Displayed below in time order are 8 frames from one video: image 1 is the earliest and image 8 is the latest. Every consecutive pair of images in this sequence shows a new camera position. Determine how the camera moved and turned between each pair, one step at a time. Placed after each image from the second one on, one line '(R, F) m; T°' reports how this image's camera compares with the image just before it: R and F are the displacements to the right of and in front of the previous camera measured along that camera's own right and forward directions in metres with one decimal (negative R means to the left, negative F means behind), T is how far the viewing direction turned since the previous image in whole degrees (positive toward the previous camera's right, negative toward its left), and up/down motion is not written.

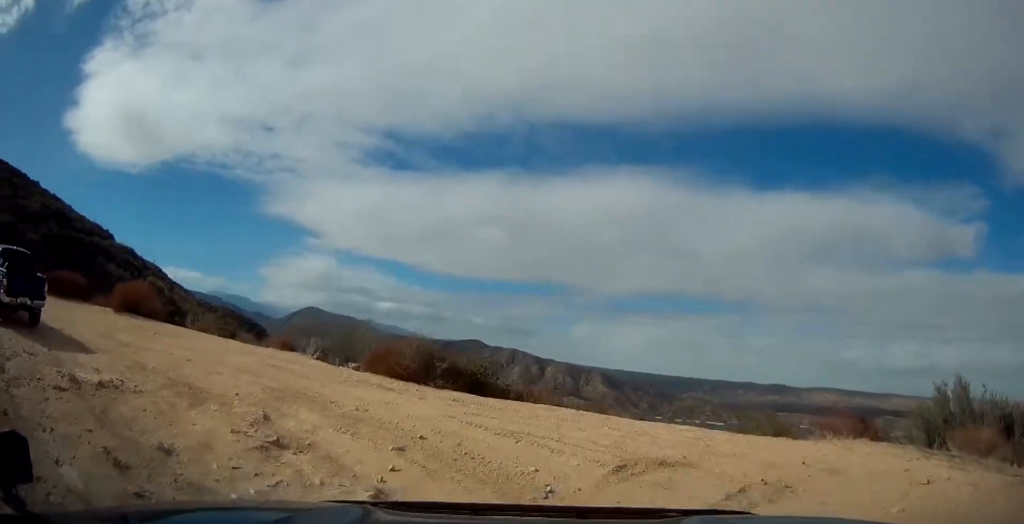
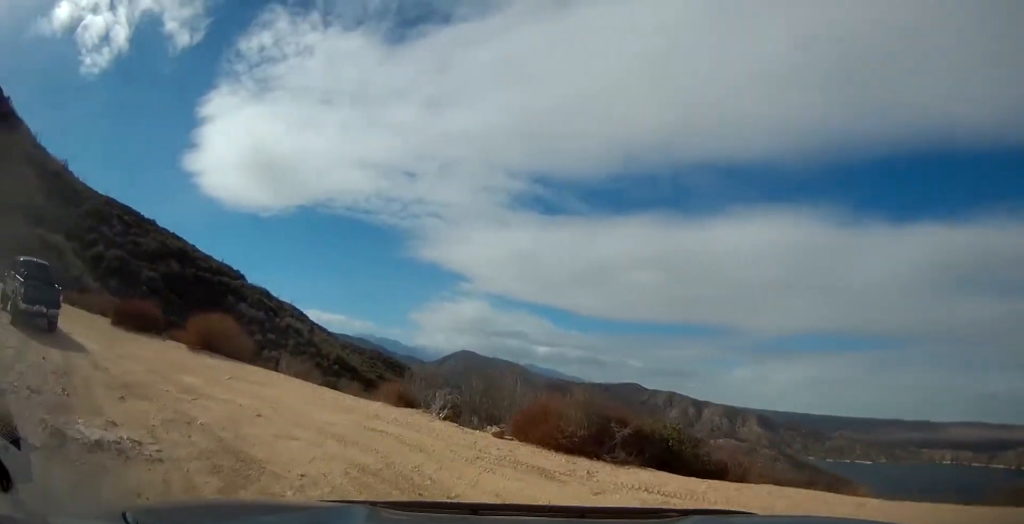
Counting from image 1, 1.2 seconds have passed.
(-0.1, +3.3) m; -15°
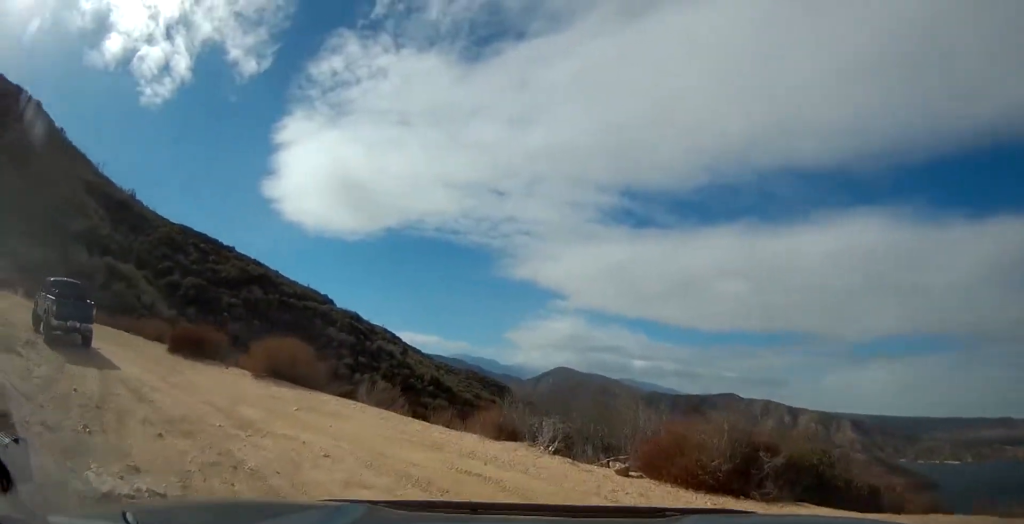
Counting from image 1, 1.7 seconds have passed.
(-0.2, +1.5) m; -10°
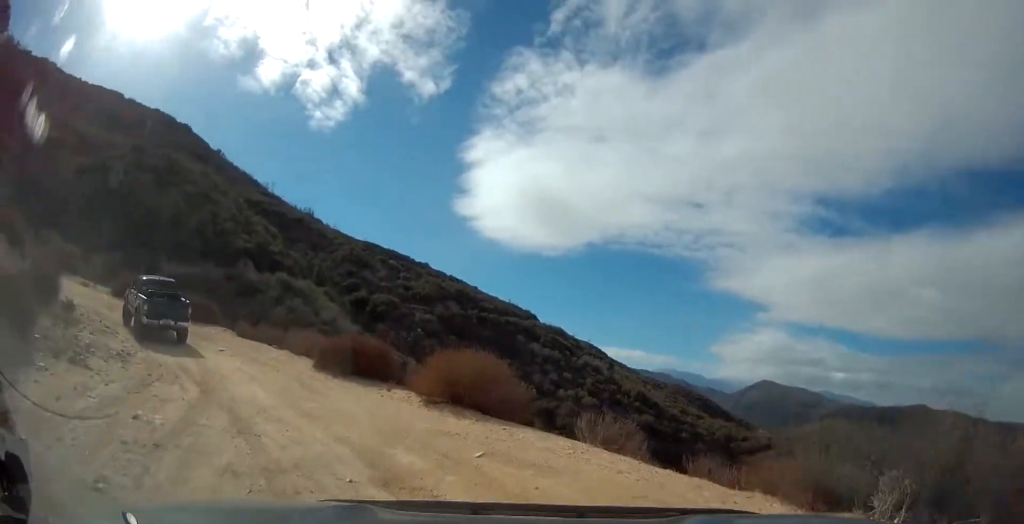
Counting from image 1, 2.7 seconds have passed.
(-0.4, +3.5) m; -20°
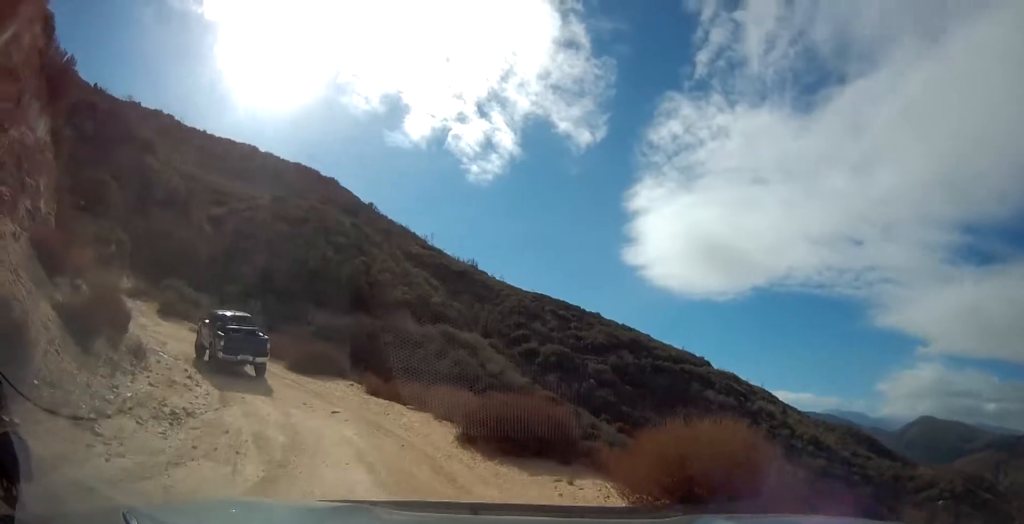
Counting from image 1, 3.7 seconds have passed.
(-0.9, +3.9) m; -20°
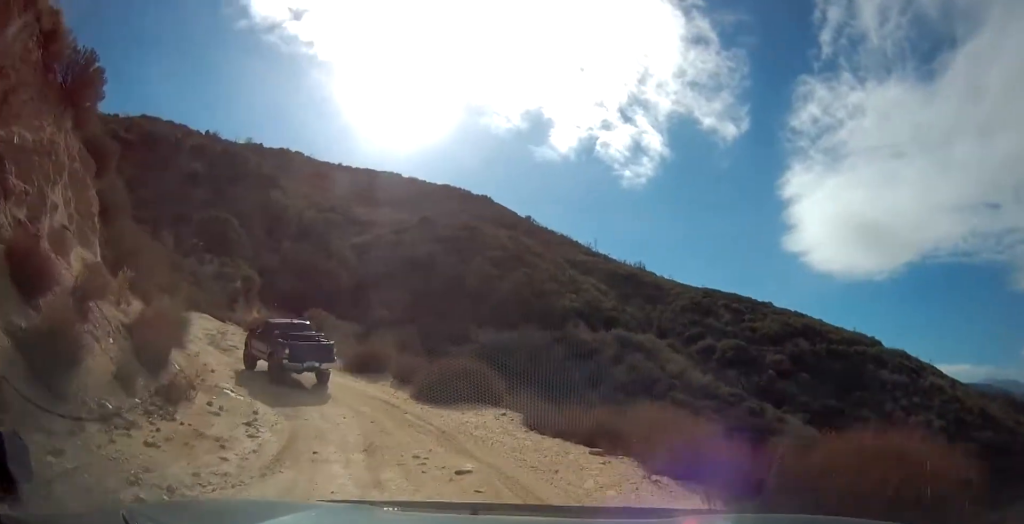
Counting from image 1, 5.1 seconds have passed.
(-0.8, +5.2) m; -21°
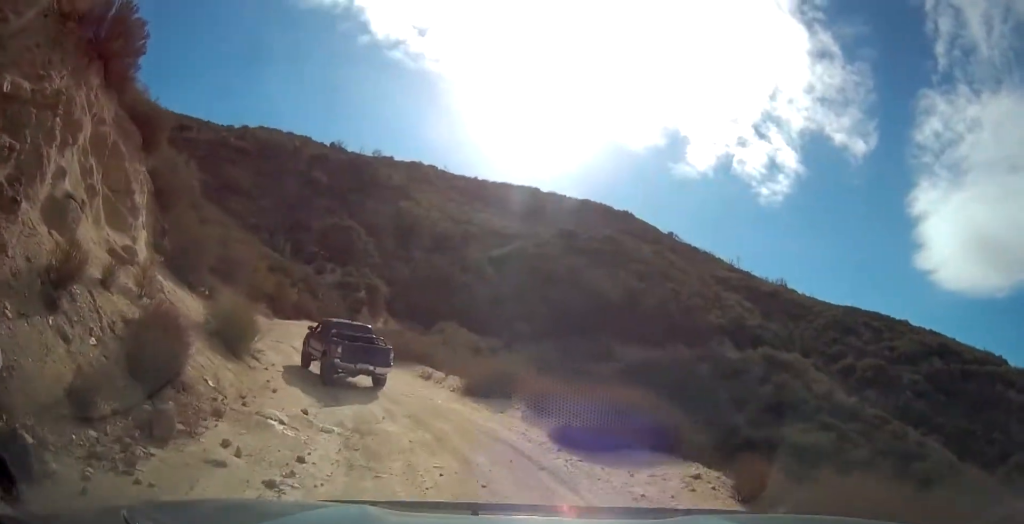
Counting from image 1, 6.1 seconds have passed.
(-0.7, +4.4) m; -10°
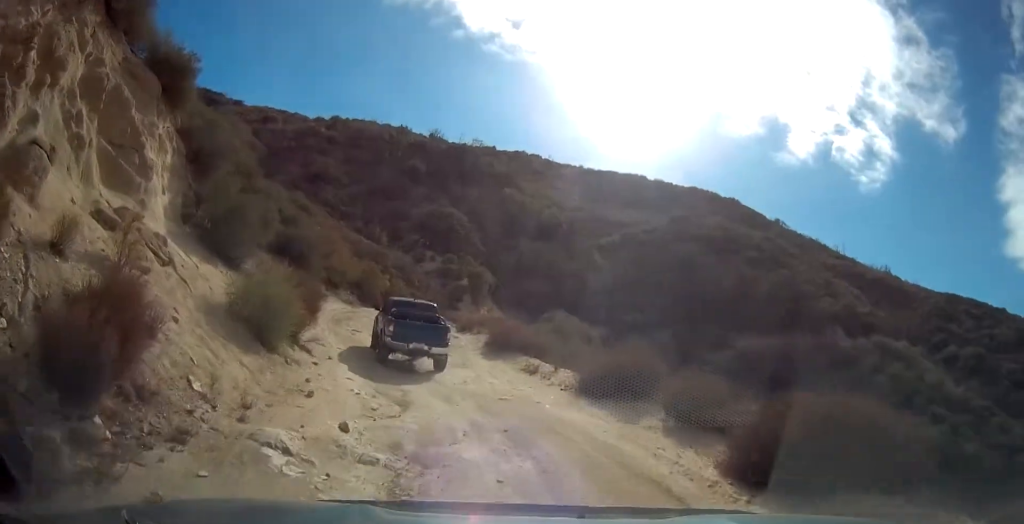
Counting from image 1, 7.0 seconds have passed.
(-0.1, +3.9) m; -2°
